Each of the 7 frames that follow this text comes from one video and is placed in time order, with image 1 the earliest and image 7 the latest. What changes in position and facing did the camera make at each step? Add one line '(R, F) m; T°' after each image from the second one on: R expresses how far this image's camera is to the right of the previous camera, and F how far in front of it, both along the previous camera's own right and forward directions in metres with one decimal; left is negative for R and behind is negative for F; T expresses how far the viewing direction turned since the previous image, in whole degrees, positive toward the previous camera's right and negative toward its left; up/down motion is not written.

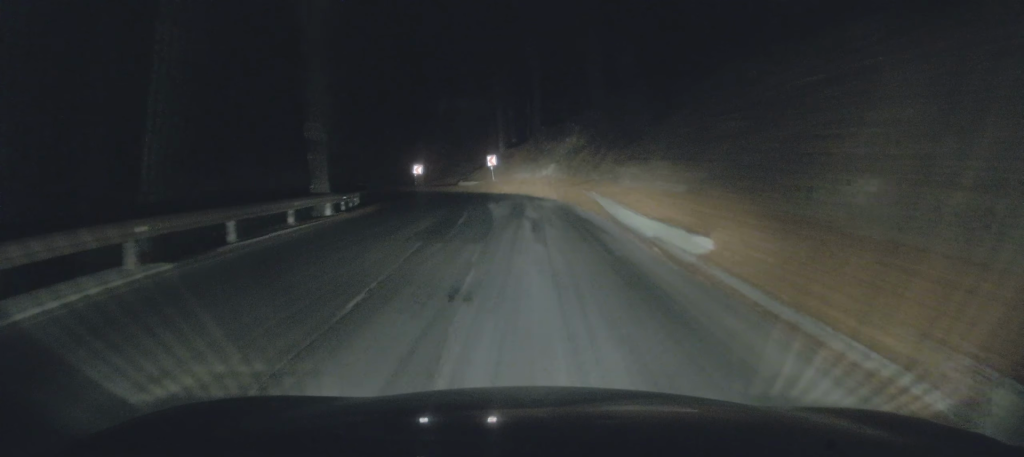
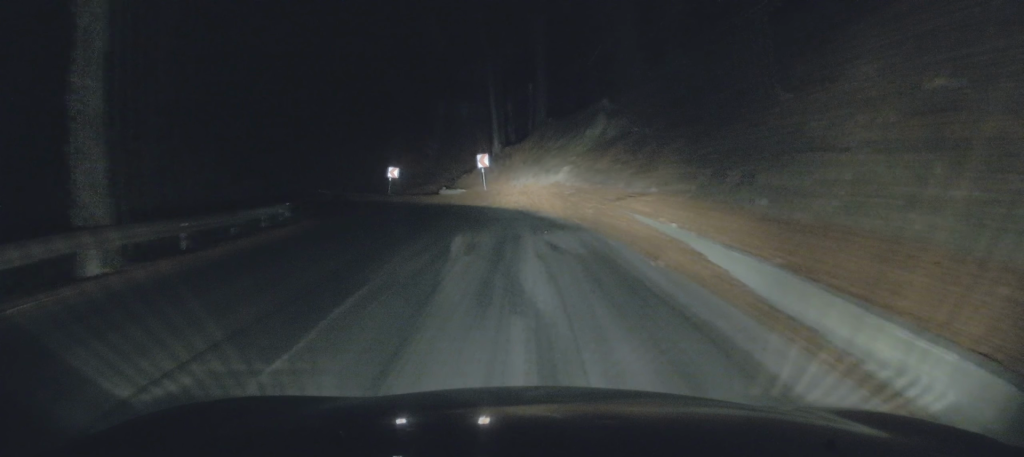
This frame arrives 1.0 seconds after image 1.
(-0.2, +12.6) m; 0°
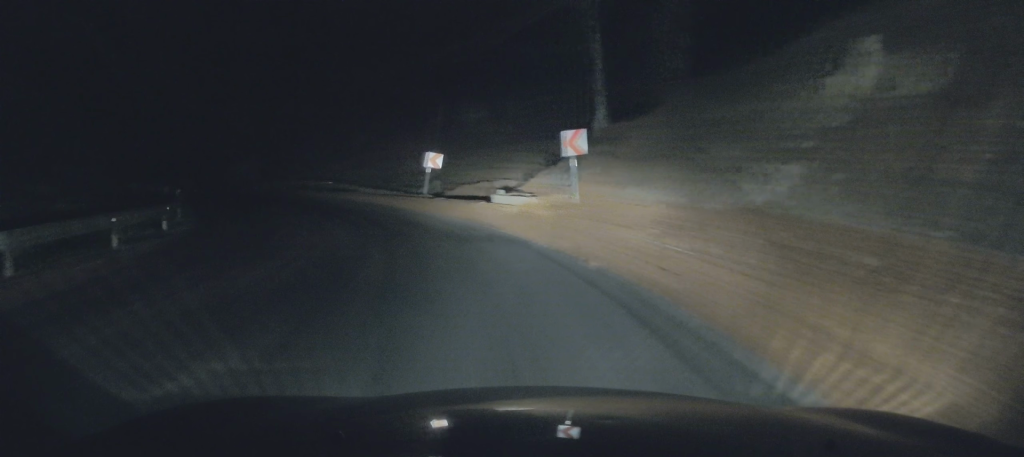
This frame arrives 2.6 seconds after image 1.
(0.0, +18.1) m; -5°
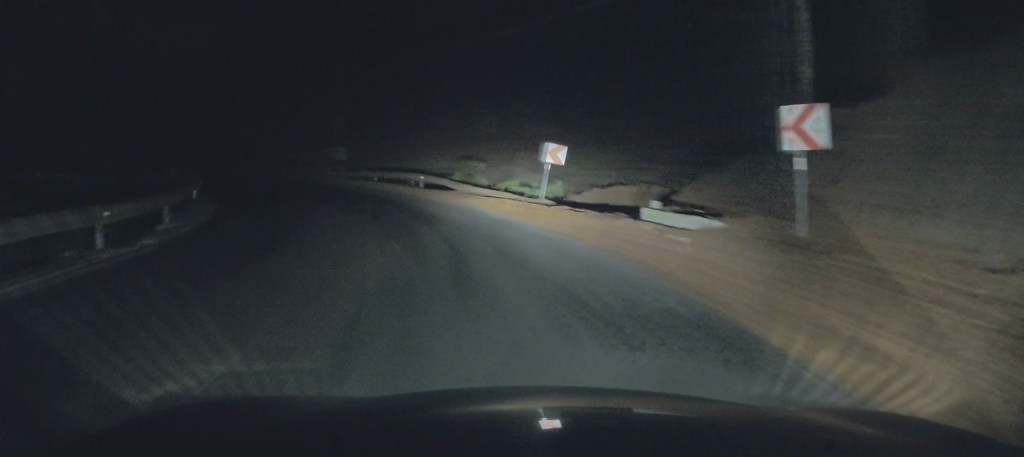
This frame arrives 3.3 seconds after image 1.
(-0.5, +7.3) m; -8°
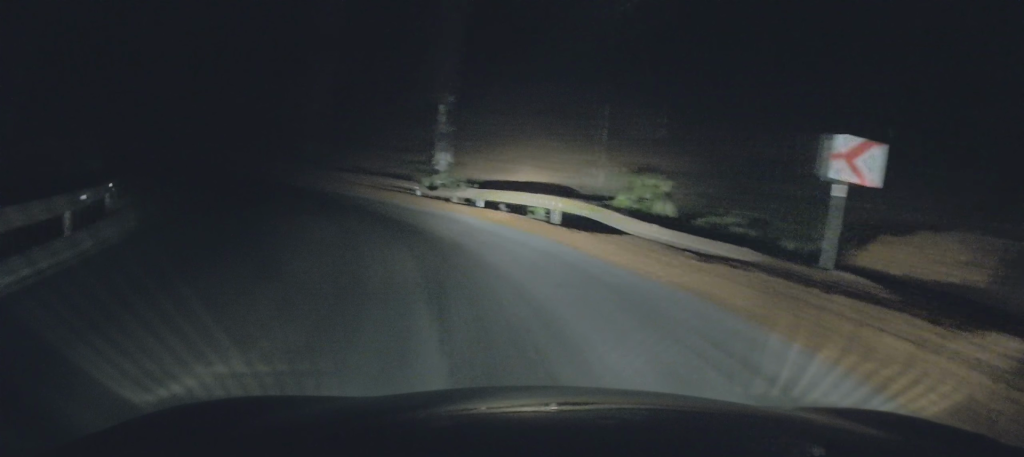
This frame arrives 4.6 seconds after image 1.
(-1.7, +11.7) m; -16°
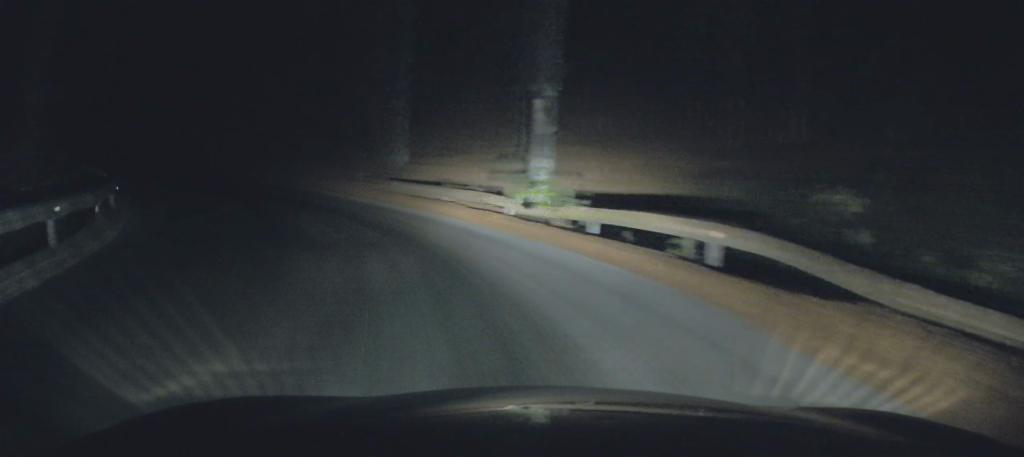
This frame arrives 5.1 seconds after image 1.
(-0.3, +5.0) m; -7°
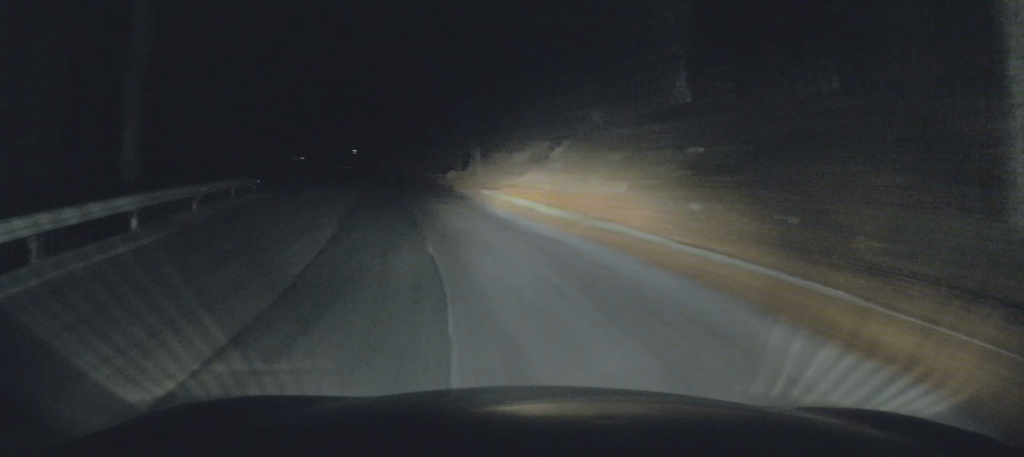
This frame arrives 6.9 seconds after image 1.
(-4.7, +19.0) m; -29°
